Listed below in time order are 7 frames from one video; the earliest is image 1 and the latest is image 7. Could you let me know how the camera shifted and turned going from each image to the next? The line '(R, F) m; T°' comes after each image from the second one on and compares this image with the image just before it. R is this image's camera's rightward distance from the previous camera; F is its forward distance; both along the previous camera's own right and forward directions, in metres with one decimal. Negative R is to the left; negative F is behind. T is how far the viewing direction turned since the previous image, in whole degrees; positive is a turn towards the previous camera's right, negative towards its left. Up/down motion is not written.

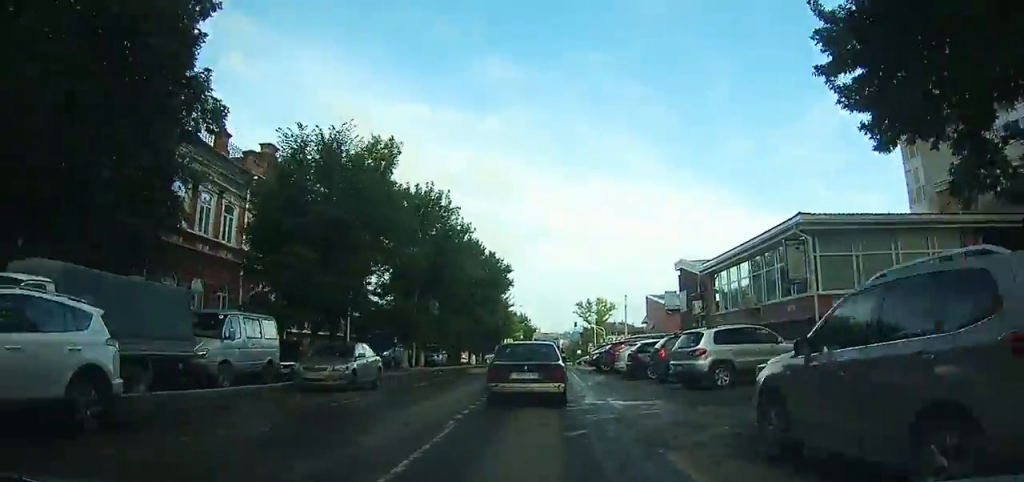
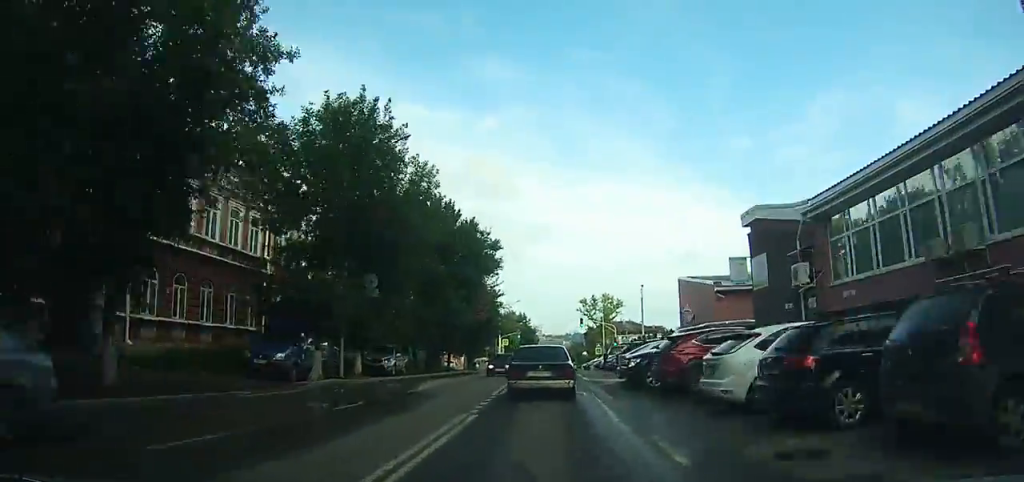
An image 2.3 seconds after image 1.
(-0.5, +14.5) m; -3°
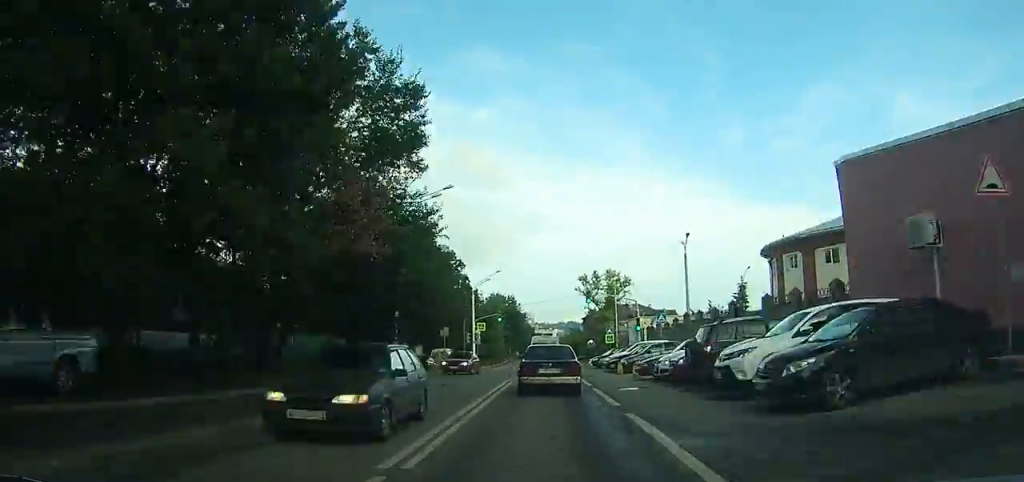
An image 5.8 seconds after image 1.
(-0.5, +24.0) m; -1°
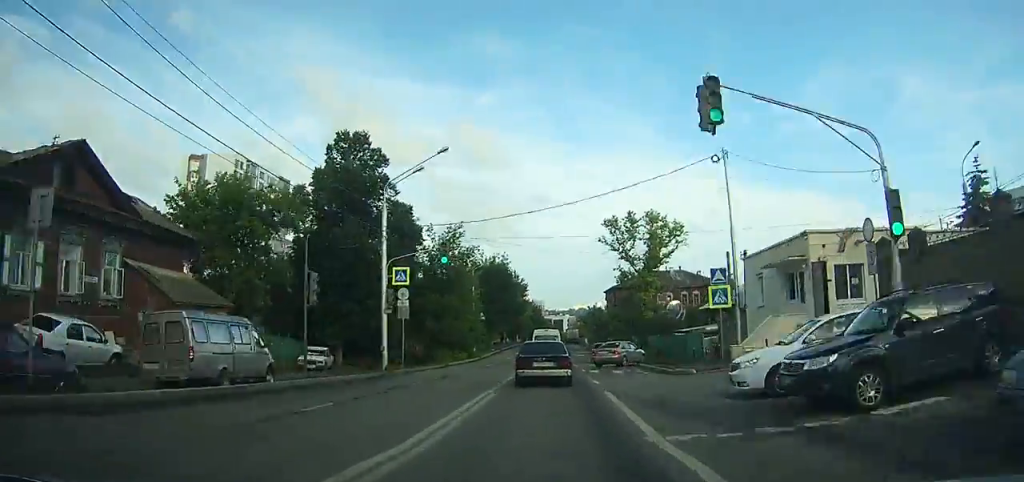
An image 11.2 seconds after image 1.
(+0.2, +41.8) m; +1°
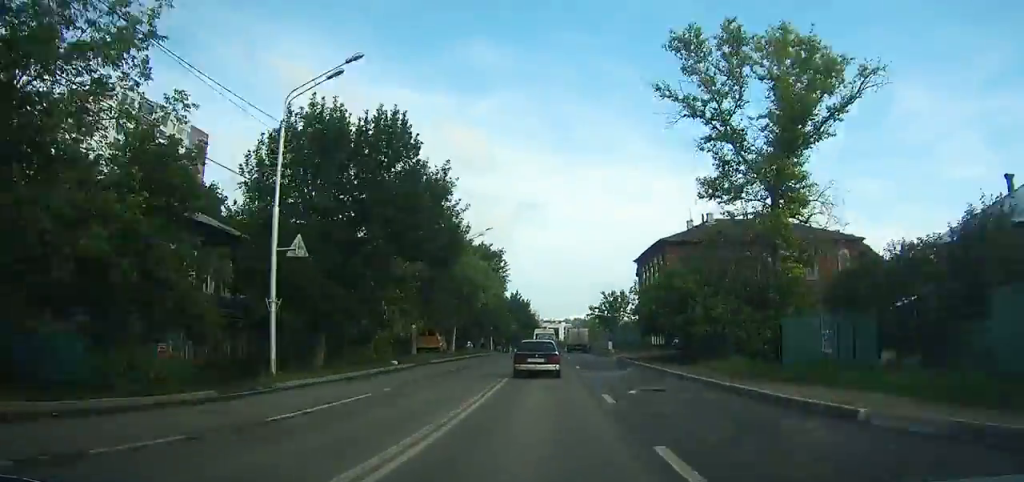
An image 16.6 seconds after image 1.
(-0.2, +48.8) m; -1°
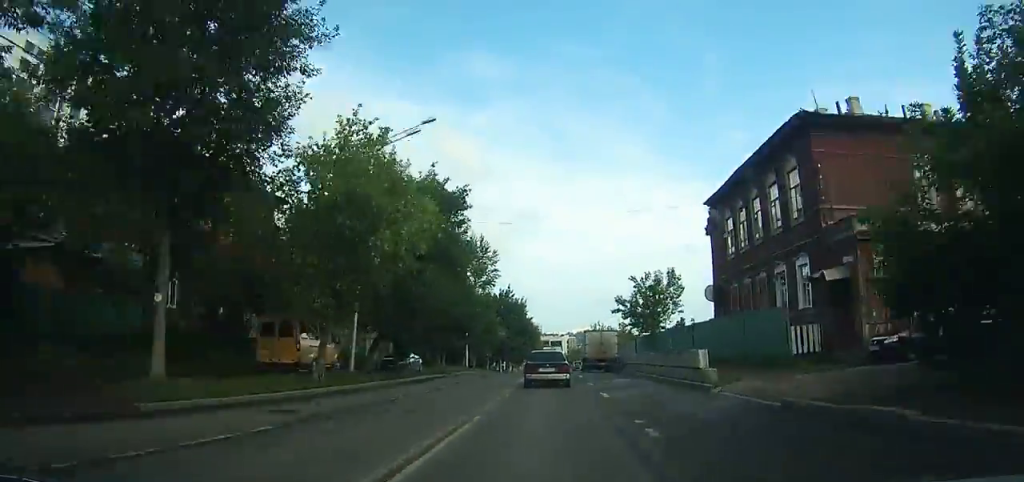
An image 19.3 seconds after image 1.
(-0.1, +27.3) m; -1°
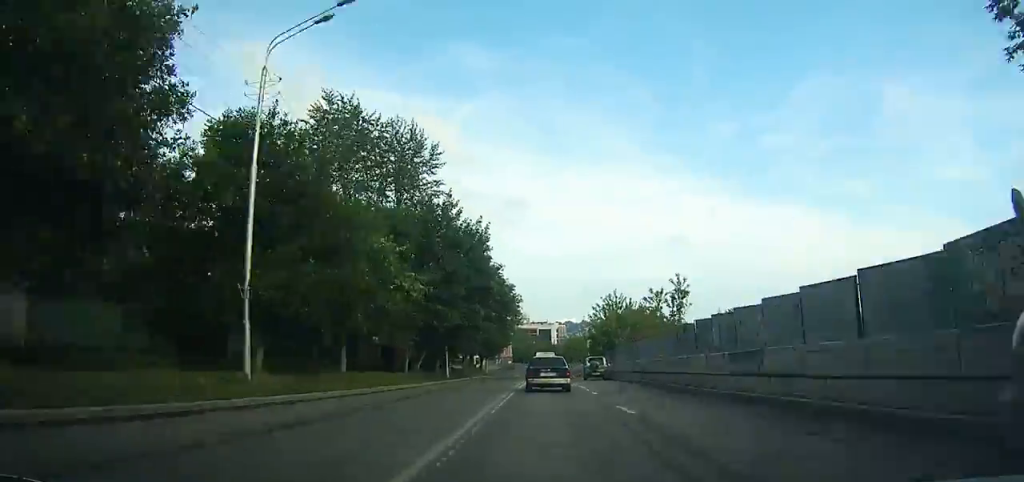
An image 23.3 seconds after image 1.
(+0.1, +41.6) m; +1°
